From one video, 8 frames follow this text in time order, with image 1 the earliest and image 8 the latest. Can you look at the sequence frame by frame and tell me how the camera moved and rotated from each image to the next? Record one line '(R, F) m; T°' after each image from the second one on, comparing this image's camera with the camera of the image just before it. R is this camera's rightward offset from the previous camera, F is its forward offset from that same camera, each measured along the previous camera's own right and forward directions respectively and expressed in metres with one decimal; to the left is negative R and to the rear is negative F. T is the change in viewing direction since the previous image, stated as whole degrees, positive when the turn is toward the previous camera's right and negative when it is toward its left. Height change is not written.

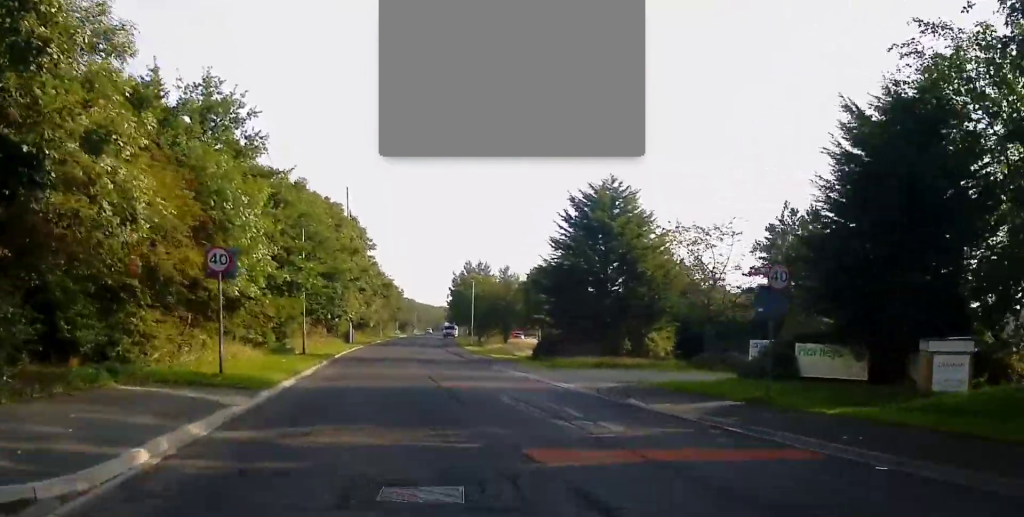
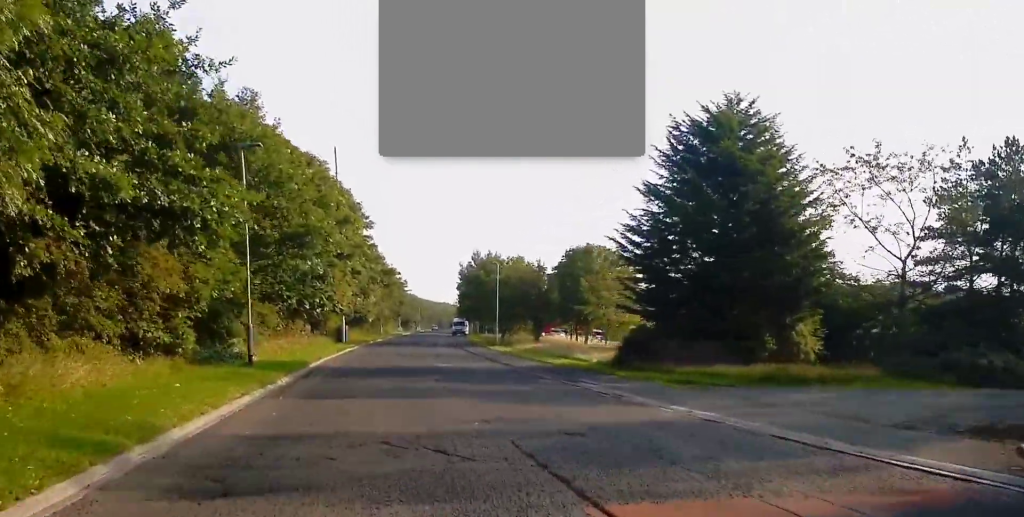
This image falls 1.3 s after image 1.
(-0.3, +15.5) m; -1°
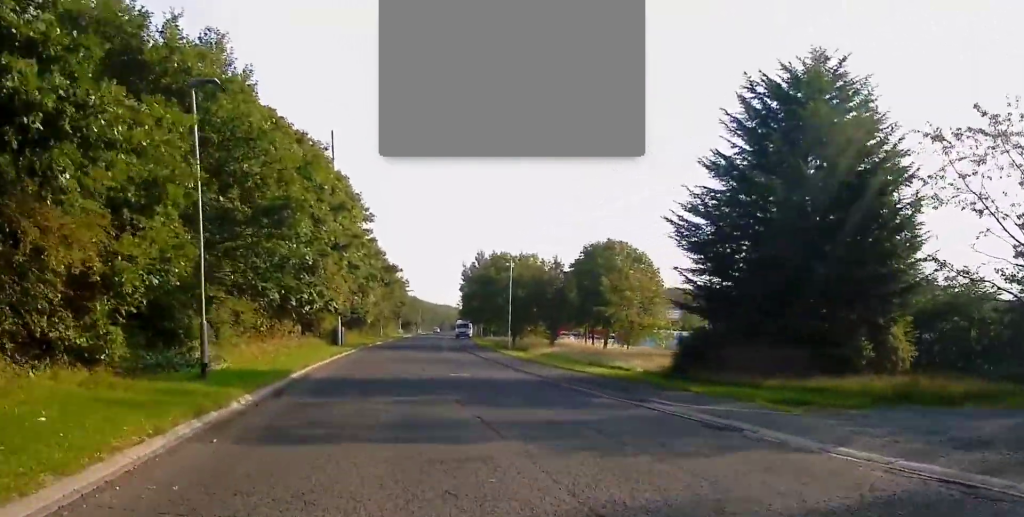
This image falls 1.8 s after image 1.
(+0.1, +5.6) m; 0°
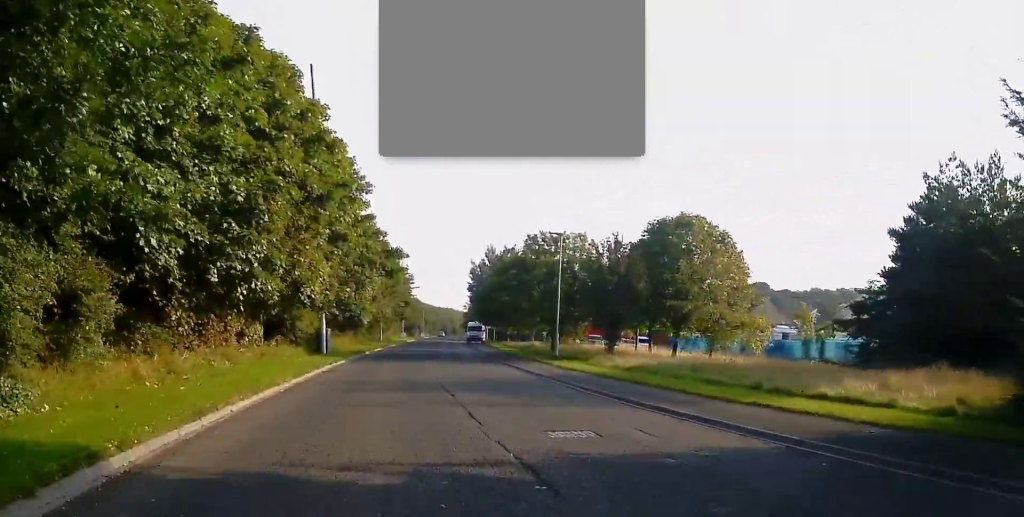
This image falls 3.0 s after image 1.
(-0.2, +14.7) m; -1°
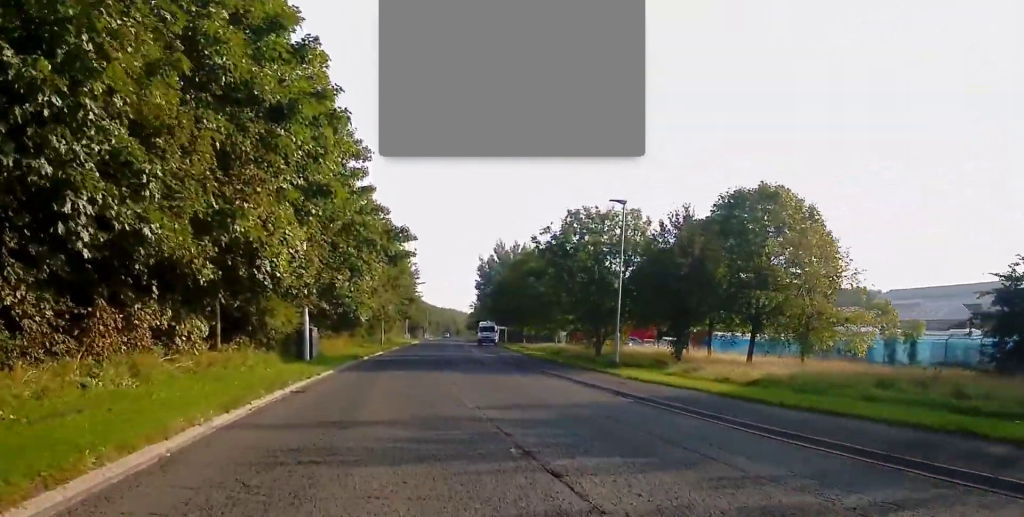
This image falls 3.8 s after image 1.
(-0.1, +9.8) m; 0°
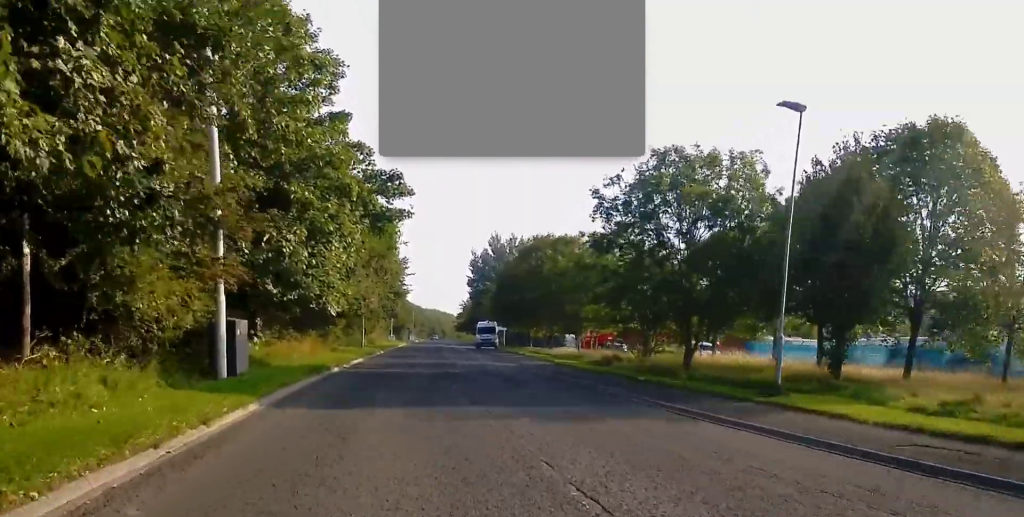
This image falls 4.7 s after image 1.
(+0.2, +13.1) m; 0°
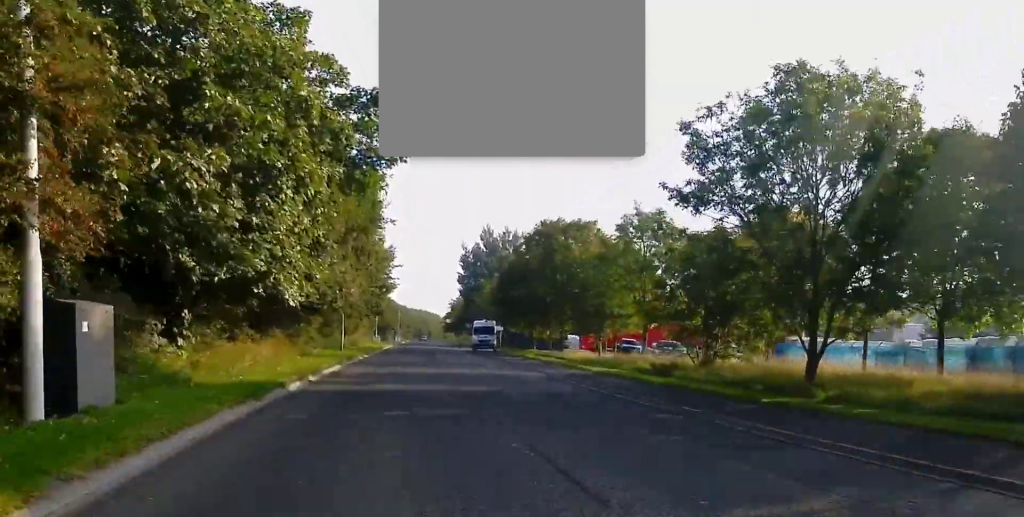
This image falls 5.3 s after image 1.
(-0.1, +8.6) m; +2°
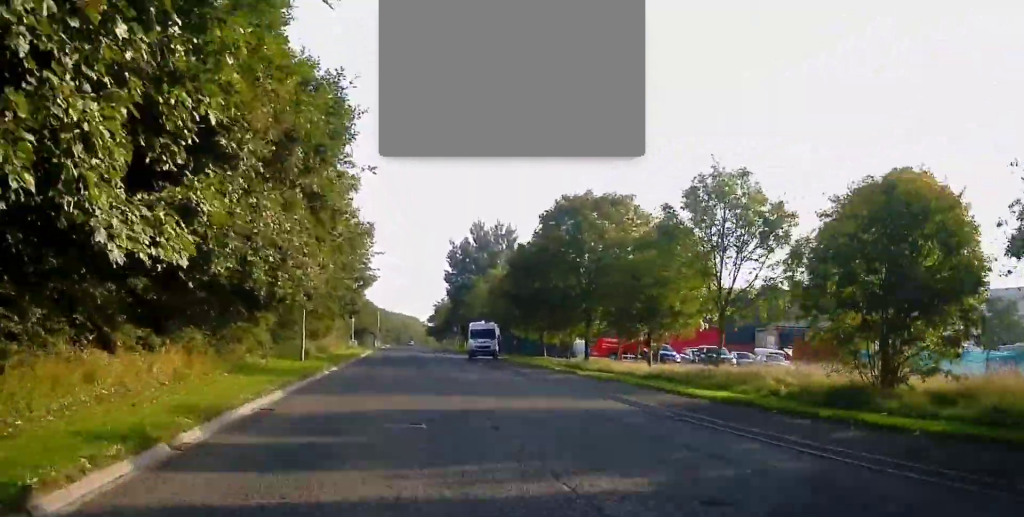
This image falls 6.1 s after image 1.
(+0.2, +11.6) m; +2°
